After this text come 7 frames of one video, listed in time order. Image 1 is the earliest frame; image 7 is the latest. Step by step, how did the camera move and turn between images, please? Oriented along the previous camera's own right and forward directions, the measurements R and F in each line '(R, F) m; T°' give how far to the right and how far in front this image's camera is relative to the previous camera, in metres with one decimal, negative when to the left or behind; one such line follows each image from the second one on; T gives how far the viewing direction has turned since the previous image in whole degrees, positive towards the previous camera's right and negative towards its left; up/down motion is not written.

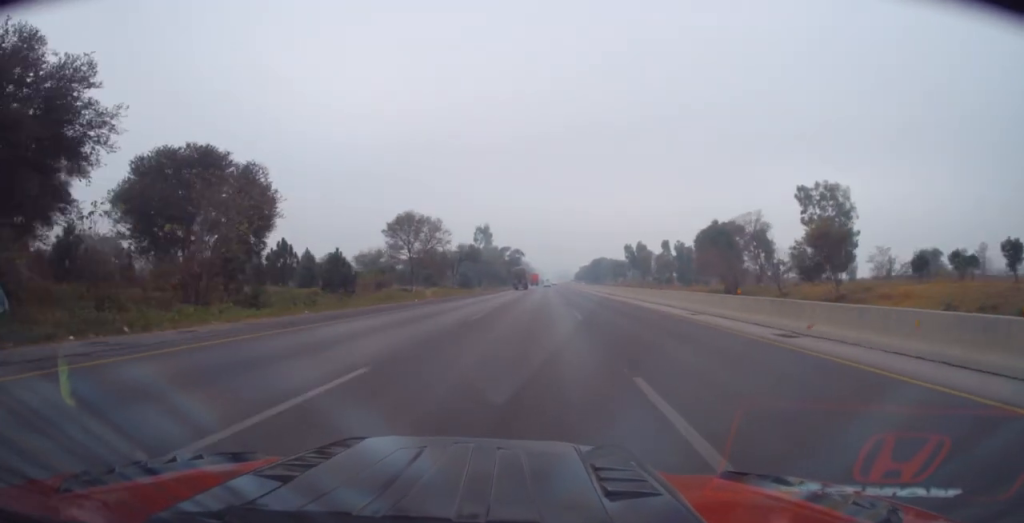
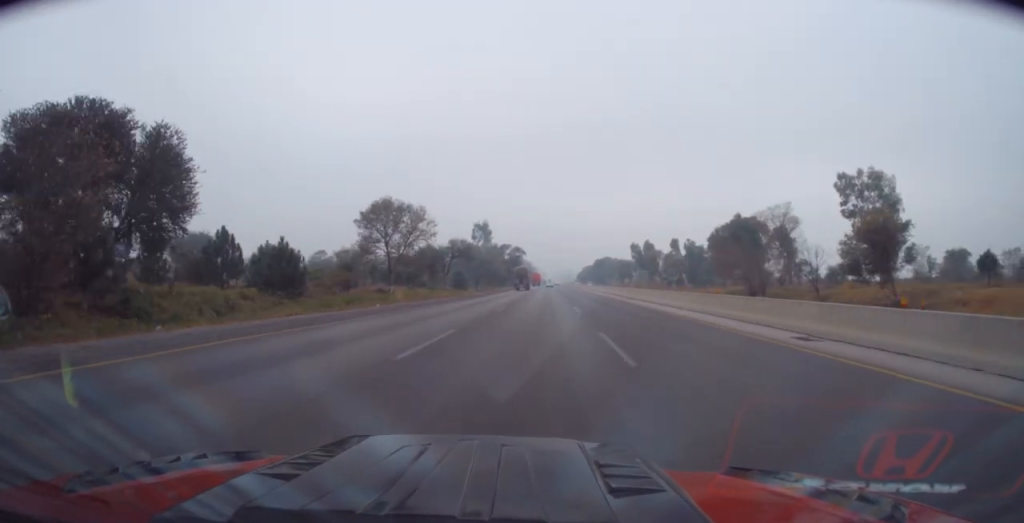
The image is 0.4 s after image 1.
(+0.2, +10.7) m; 0°
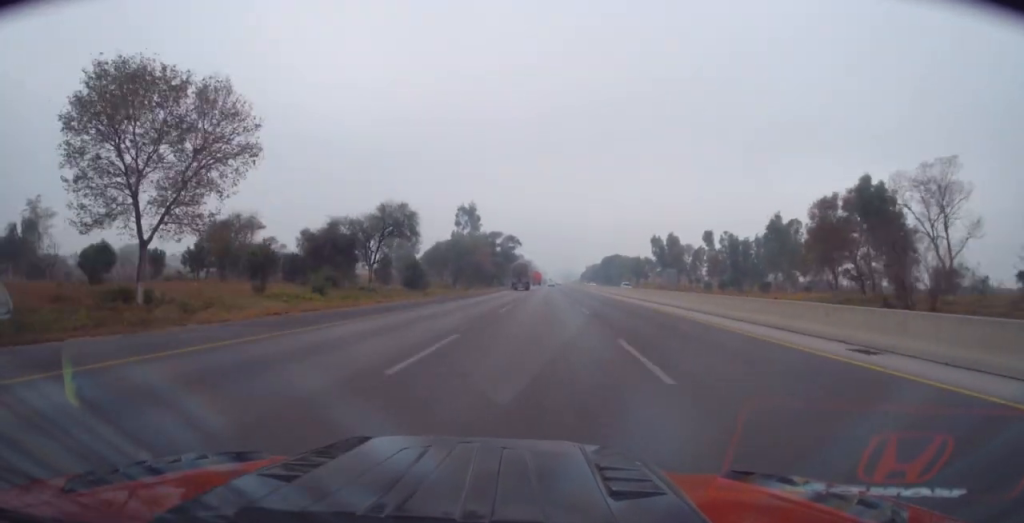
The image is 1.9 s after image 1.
(-0.4, +37.6) m; +1°
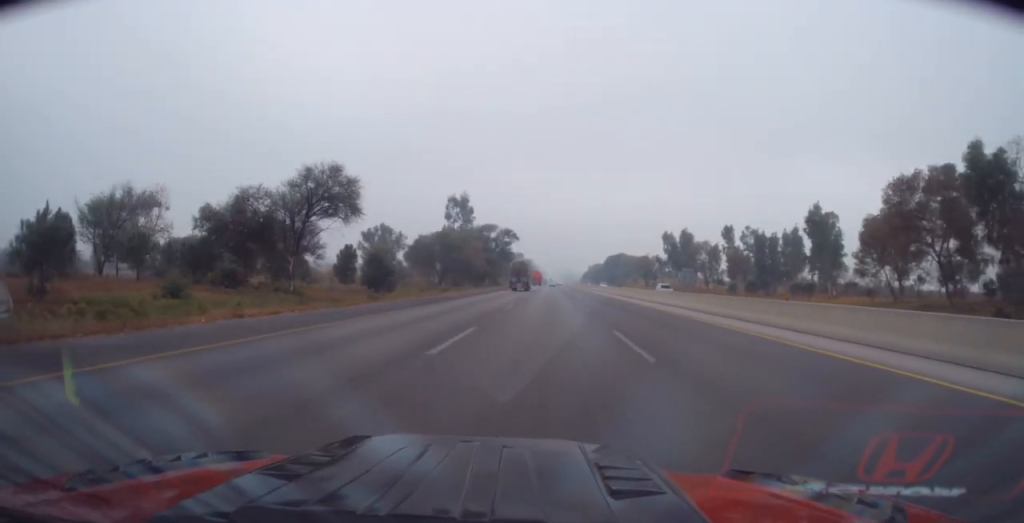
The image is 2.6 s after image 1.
(+0.2, +16.0) m; +1°
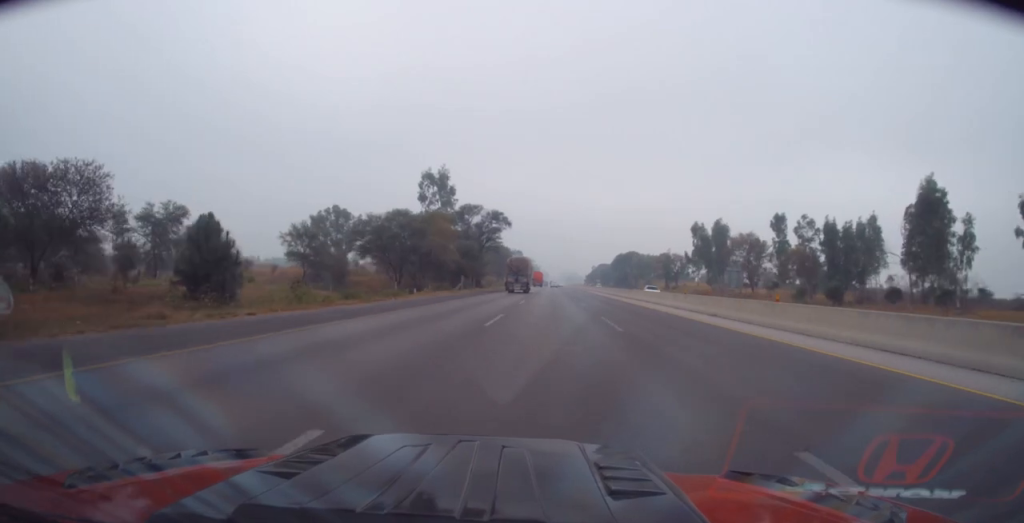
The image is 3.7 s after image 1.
(-0.2, +29.4) m; -1°
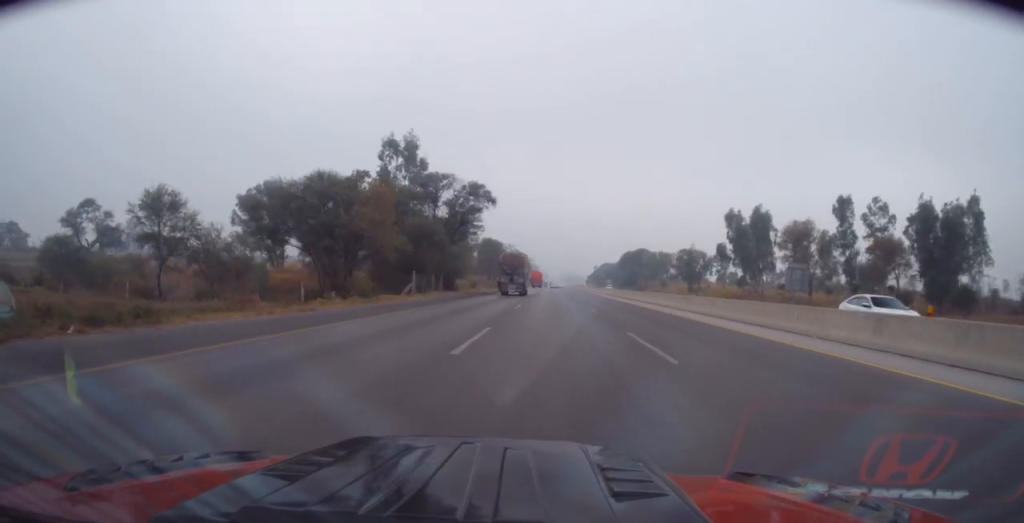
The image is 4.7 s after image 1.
(-0.3, +24.6) m; +1°
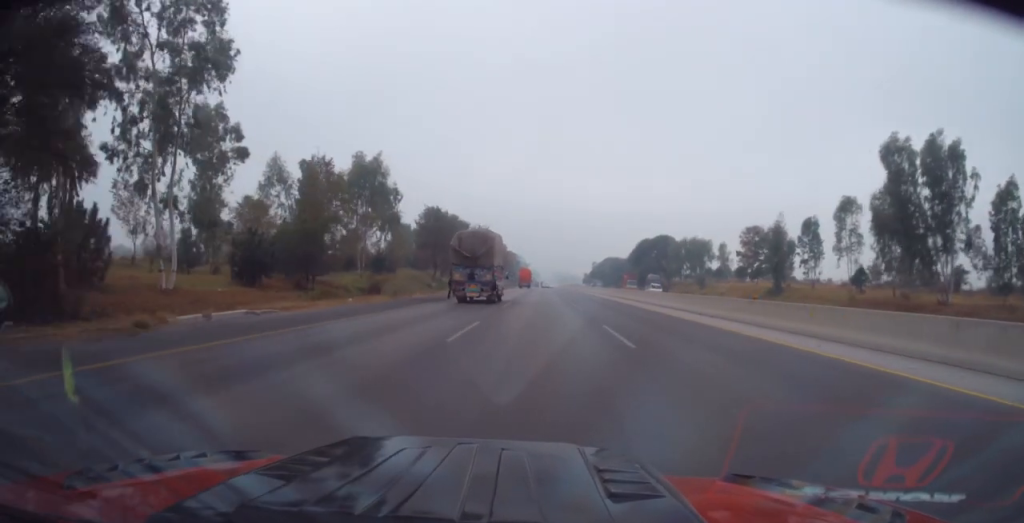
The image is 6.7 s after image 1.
(+1.0, +52.0) m; 0°
